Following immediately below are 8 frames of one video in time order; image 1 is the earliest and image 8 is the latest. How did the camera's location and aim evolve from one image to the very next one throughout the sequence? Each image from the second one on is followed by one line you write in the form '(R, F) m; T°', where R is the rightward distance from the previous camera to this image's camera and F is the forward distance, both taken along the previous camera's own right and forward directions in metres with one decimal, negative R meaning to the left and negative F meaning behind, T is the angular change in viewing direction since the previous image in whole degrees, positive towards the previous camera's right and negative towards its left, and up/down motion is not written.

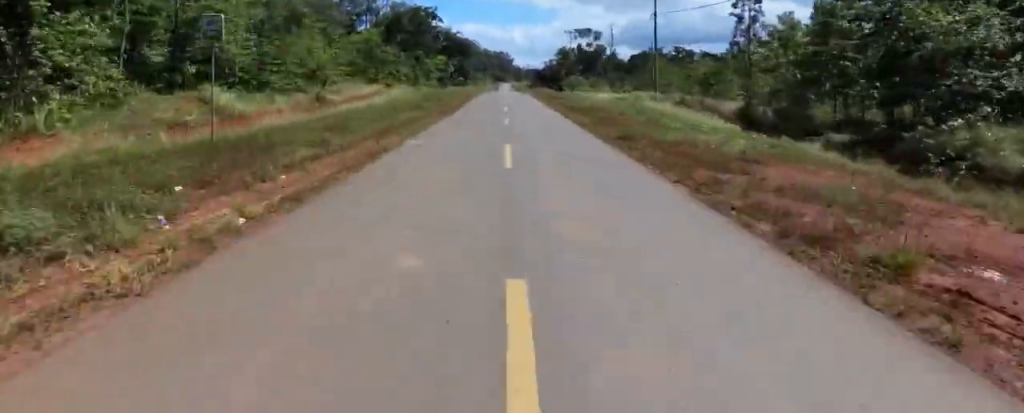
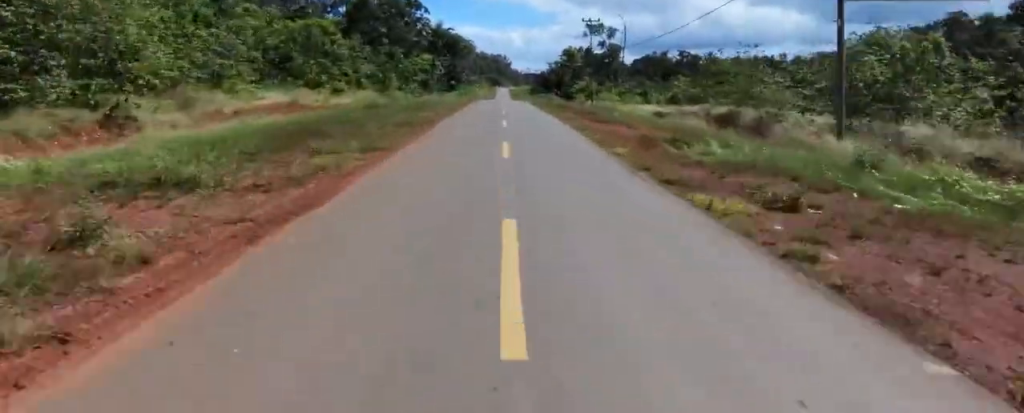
(0.0, +22.9) m; 0°
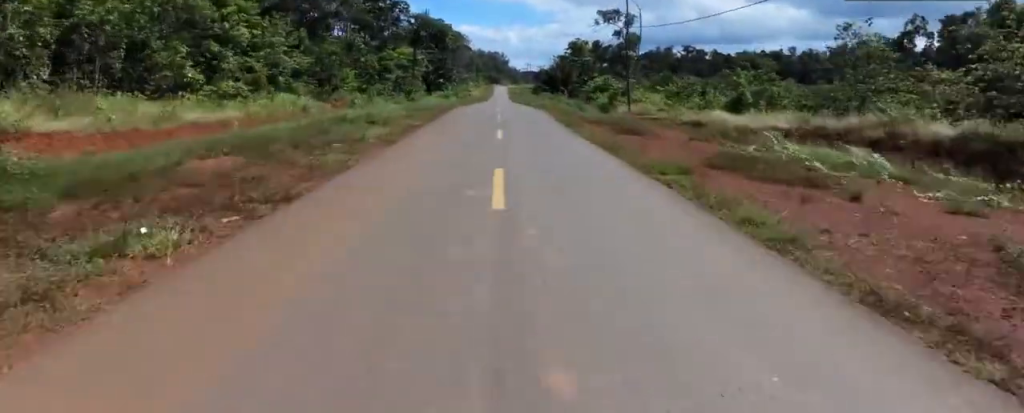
(0.0, +20.3) m; 0°
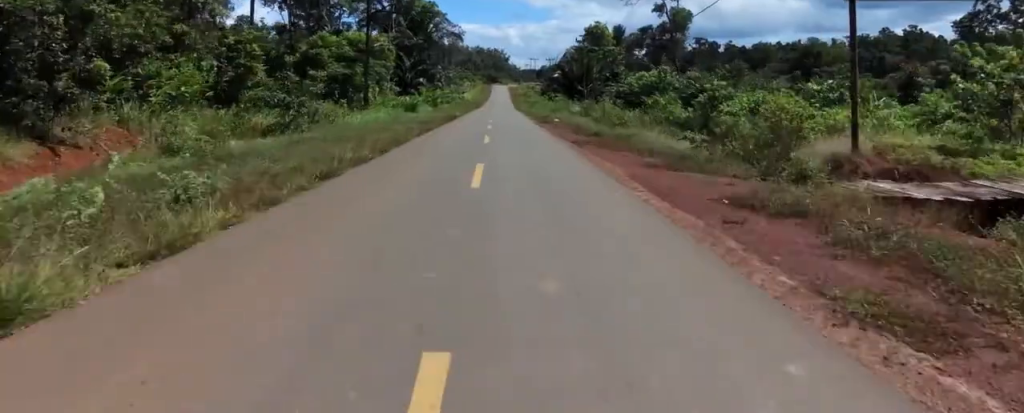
(0.0, +29.8) m; 0°
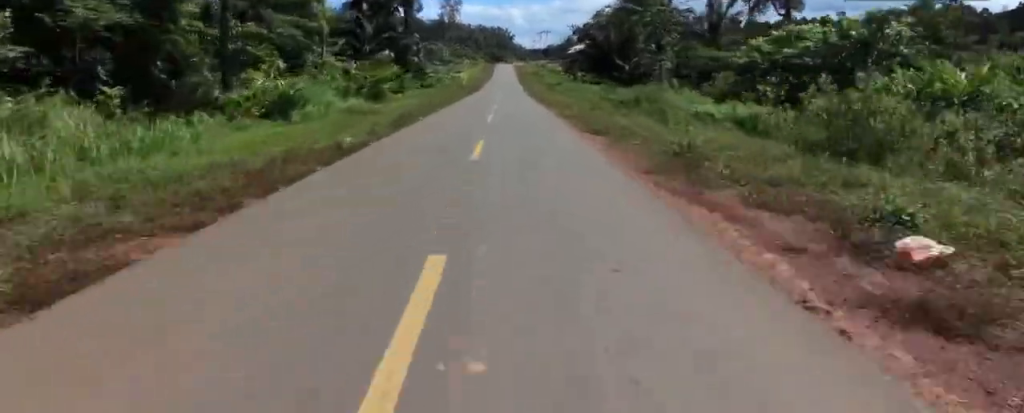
(0.0, +31.2) m; -3°
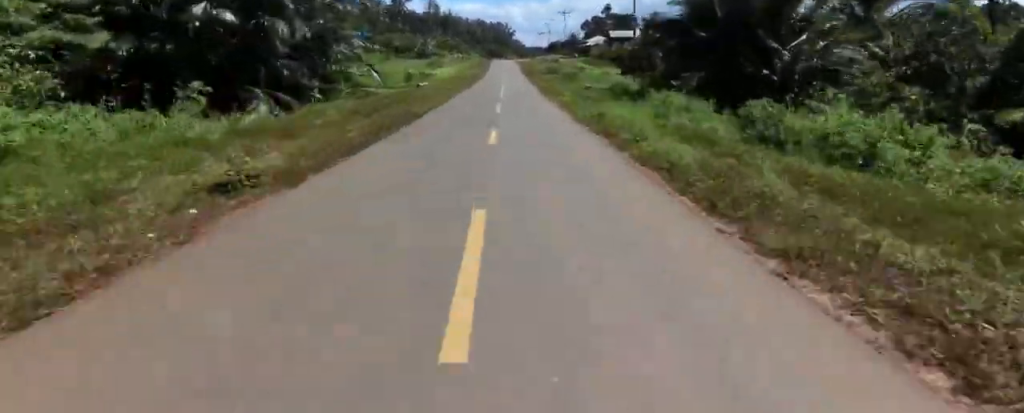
(-0.7, +39.1) m; +2°
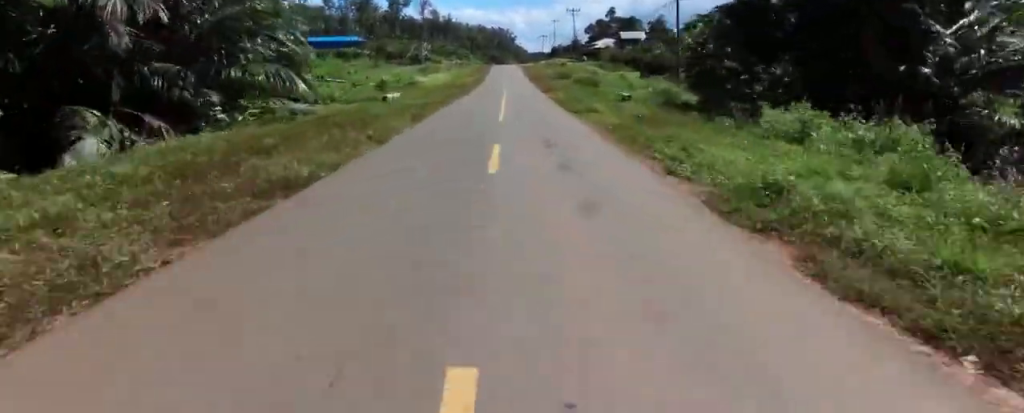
(+0.1, +11.0) m; +2°
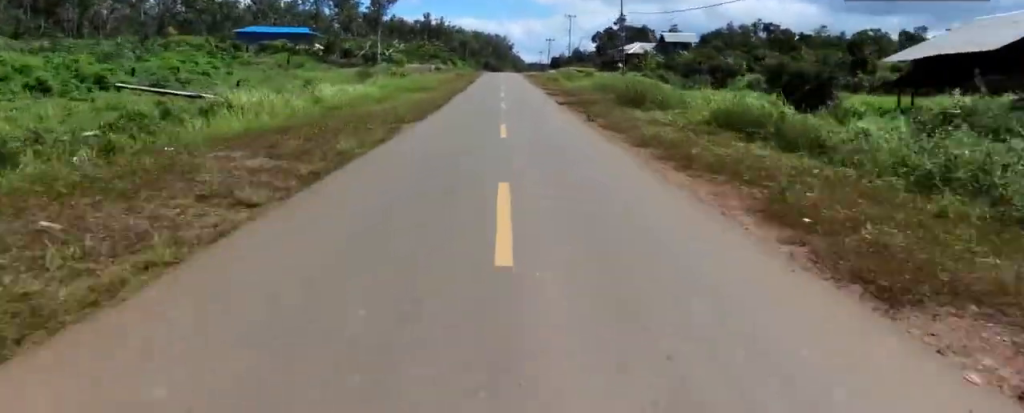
(-0.7, +35.1) m; -4°
